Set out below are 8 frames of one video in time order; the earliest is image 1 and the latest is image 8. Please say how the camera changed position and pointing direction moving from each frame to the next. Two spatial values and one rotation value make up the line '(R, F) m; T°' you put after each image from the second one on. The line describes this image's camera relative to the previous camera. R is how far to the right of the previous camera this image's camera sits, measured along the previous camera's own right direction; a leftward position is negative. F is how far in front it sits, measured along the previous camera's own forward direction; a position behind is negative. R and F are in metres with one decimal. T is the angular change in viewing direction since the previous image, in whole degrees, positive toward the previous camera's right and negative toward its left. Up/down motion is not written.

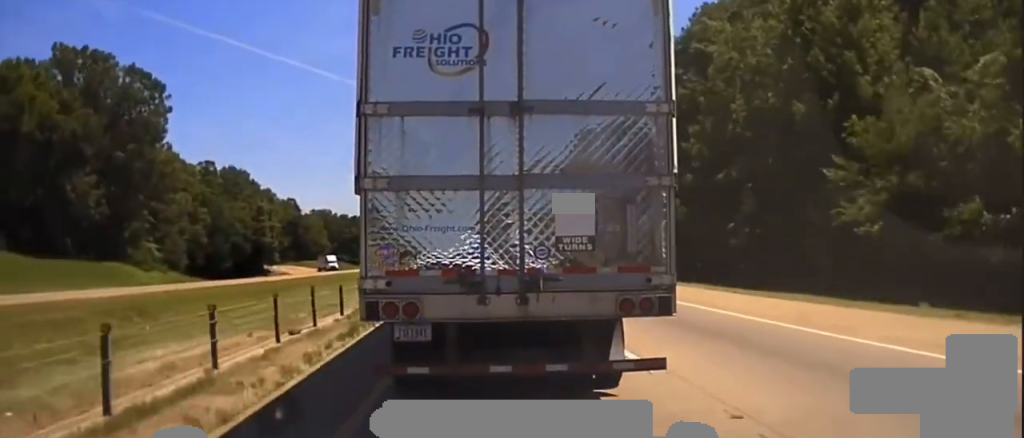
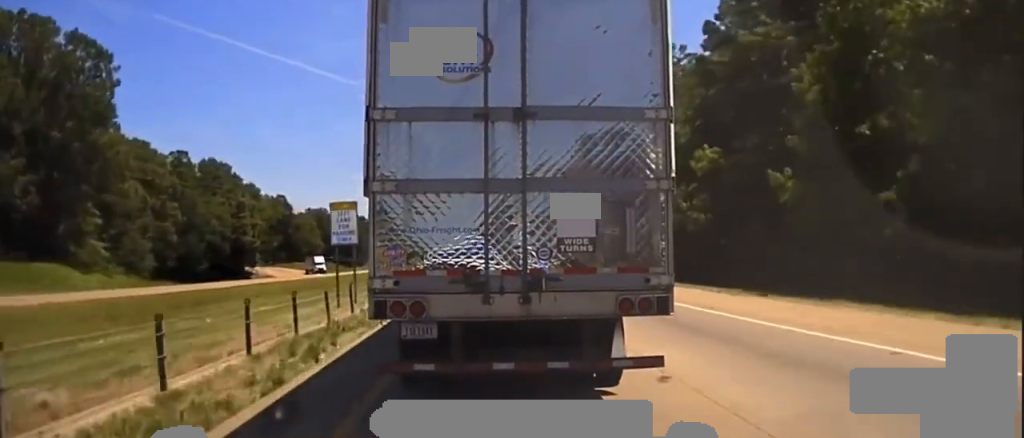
(0.0, +22.4) m; 0°
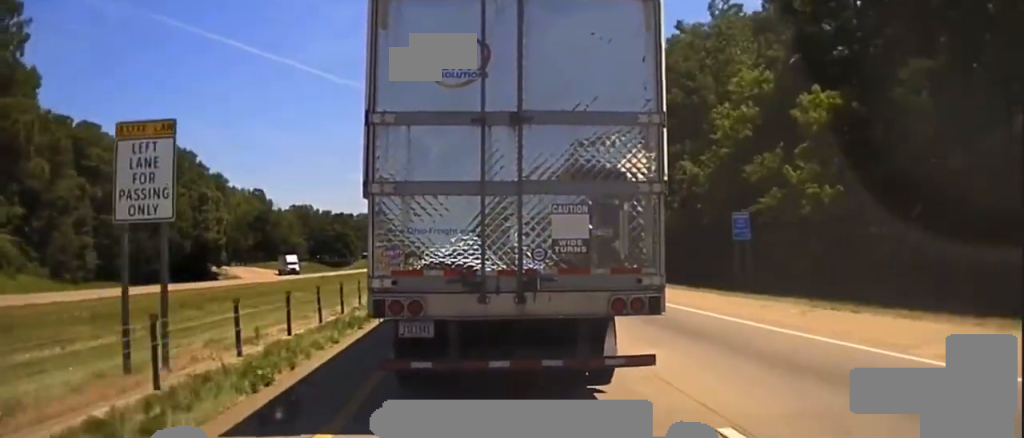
(-0.1, +25.7) m; 0°
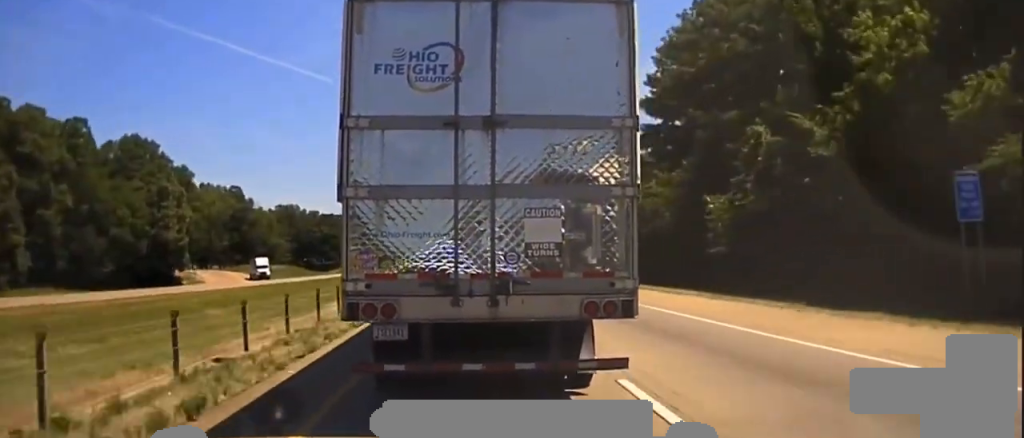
(+0.2, +25.4) m; +1°
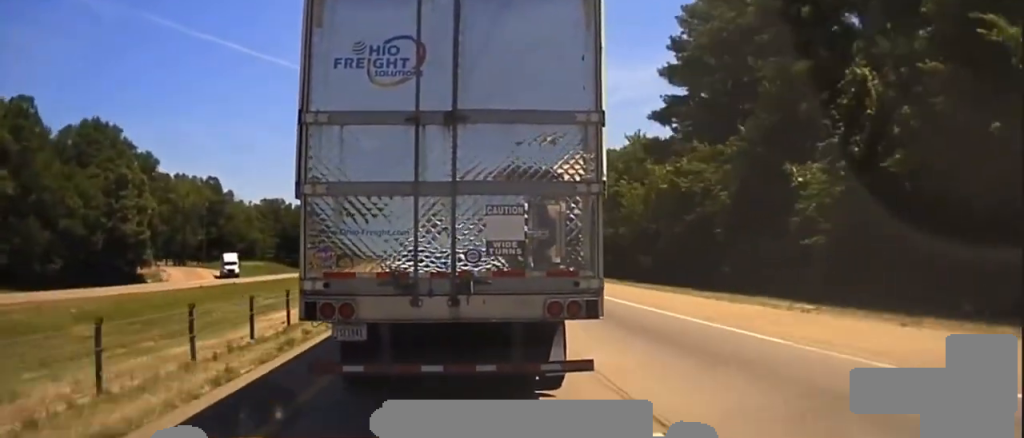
(+0.1, +18.5) m; 0°
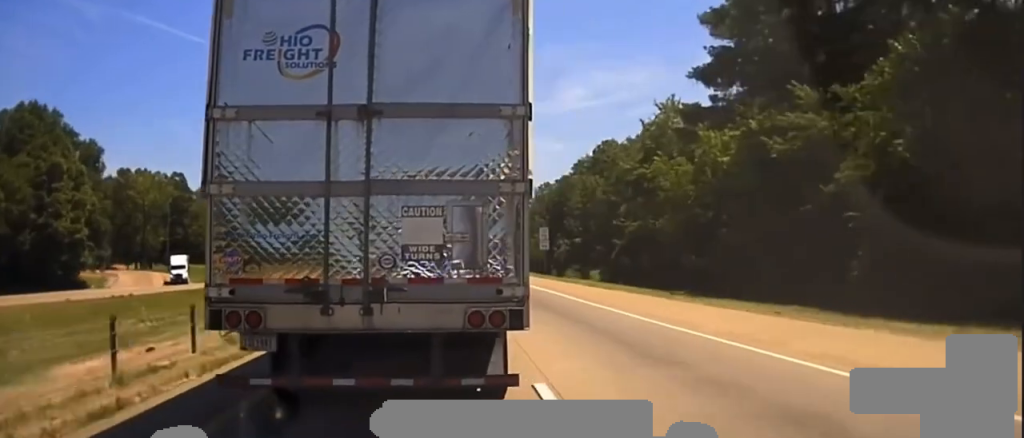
(+0.1, +23.1) m; +1°
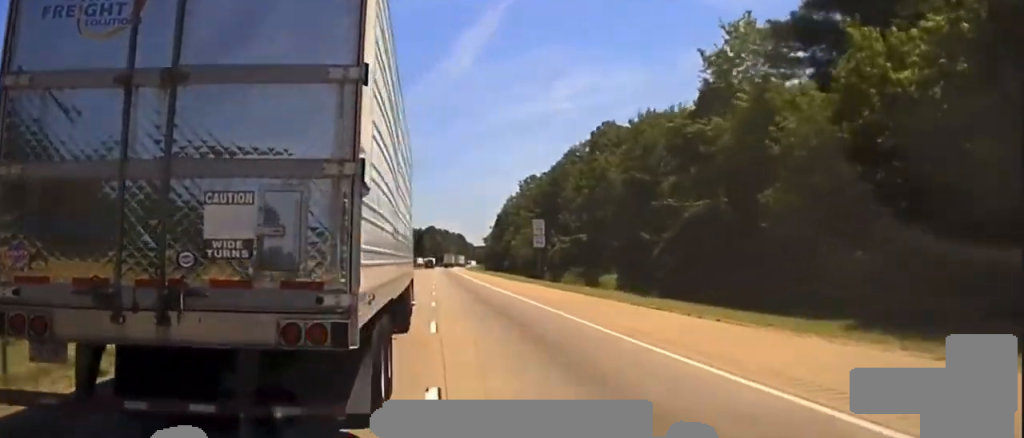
(+0.1, +26.2) m; 0°
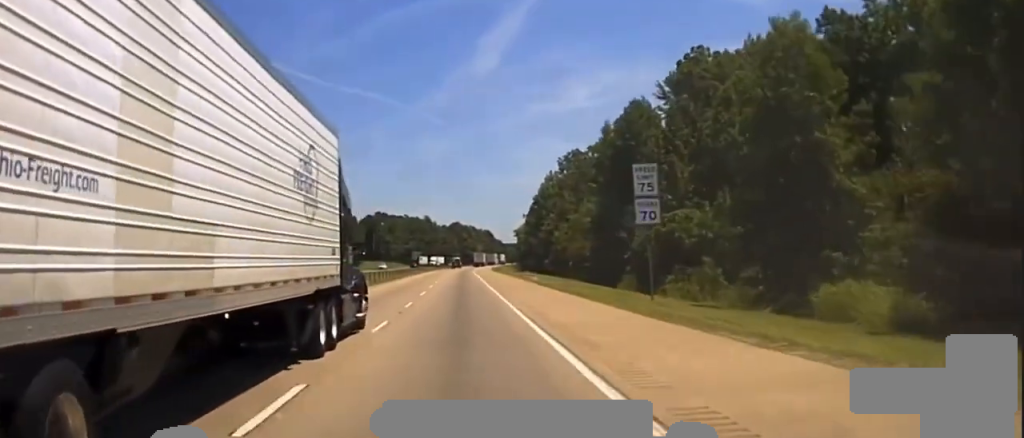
(0.0, +47.4) m; -1°
